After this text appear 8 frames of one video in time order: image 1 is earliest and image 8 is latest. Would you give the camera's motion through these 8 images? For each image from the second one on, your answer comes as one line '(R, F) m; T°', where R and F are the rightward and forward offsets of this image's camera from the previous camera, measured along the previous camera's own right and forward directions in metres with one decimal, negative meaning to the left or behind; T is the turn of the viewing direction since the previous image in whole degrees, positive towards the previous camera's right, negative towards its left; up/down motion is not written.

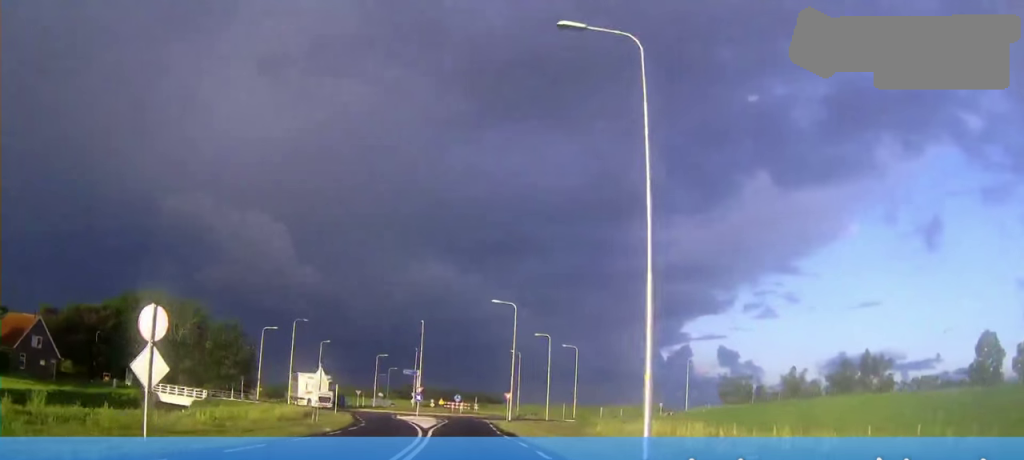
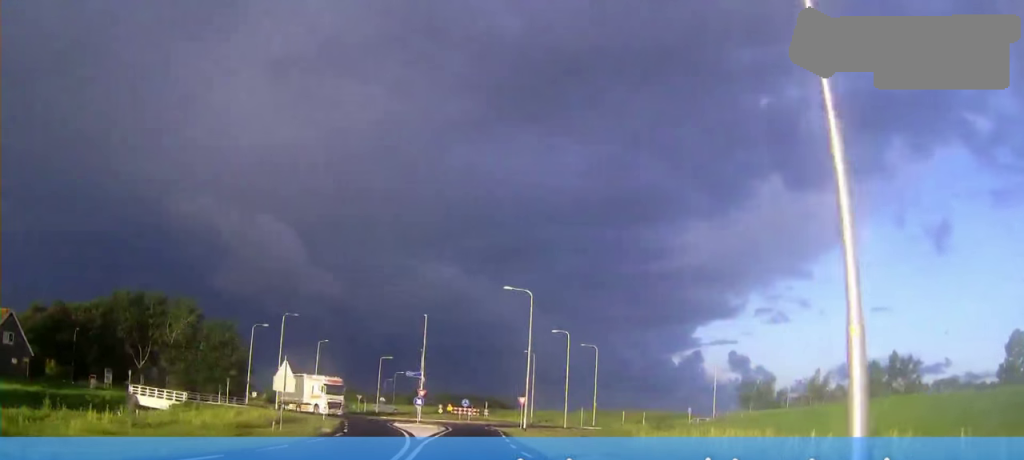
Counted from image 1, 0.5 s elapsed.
(0.0, +8.5) m; 0°
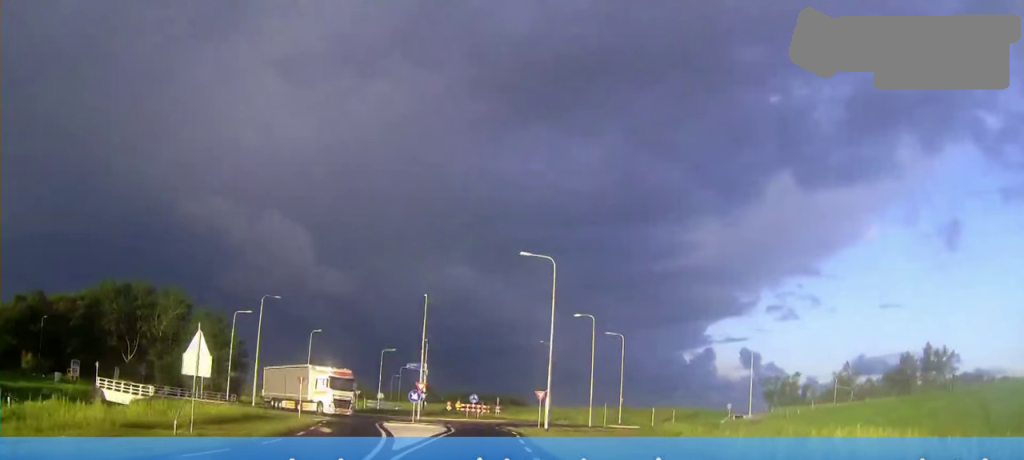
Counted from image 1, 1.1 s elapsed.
(0.0, +10.9) m; -1°
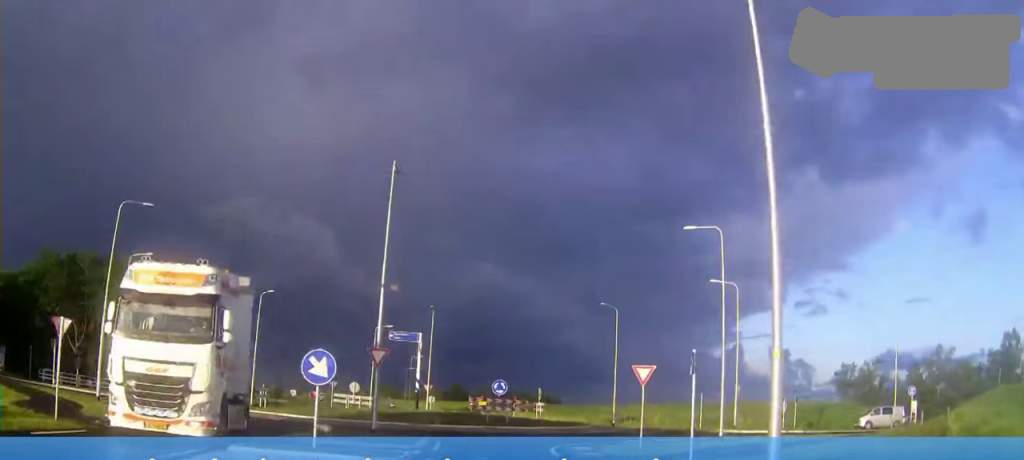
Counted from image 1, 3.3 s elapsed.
(-1.7, +33.8) m; -5°
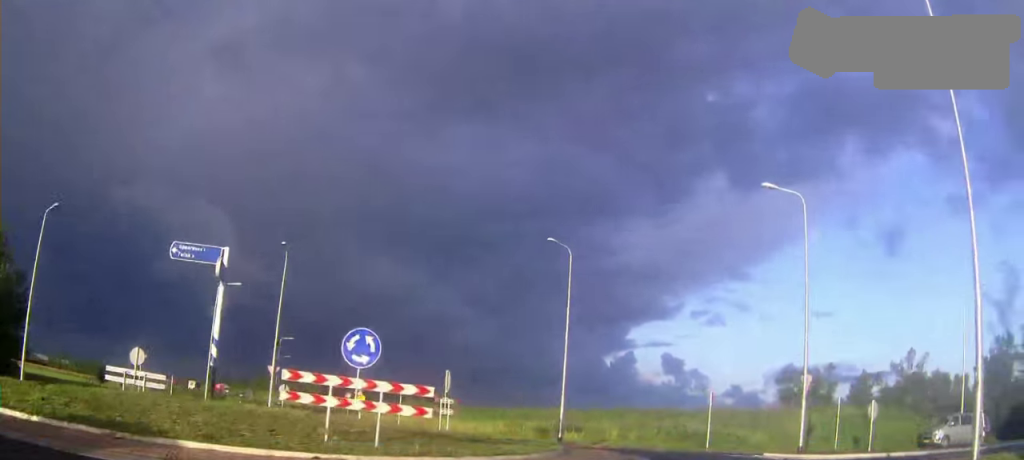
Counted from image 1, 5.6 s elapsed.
(-0.1, +28.0) m; +9°
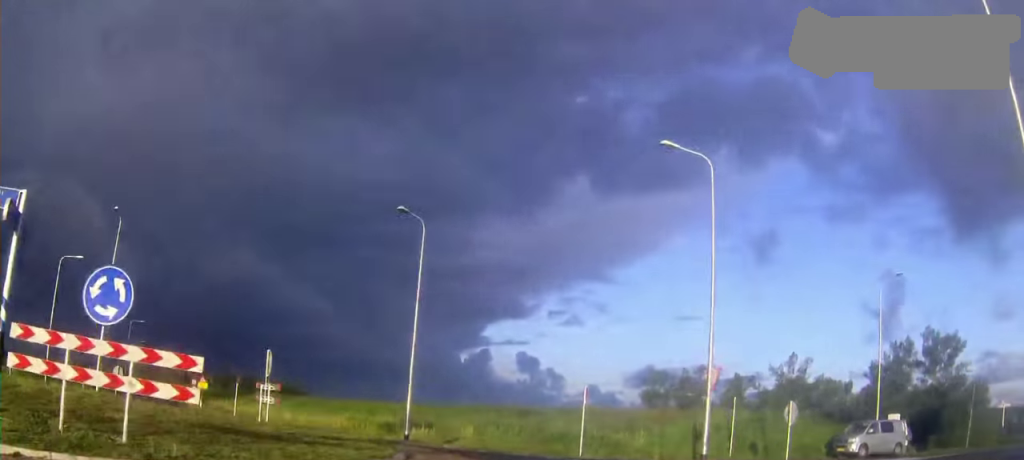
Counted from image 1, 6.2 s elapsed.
(+0.8, +5.6) m; +9°
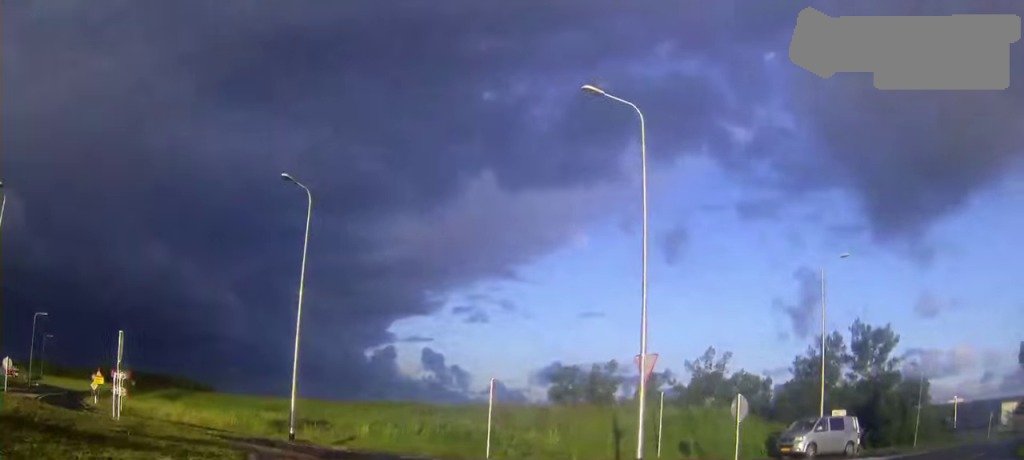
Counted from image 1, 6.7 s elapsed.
(+0.3, +4.4) m; +8°
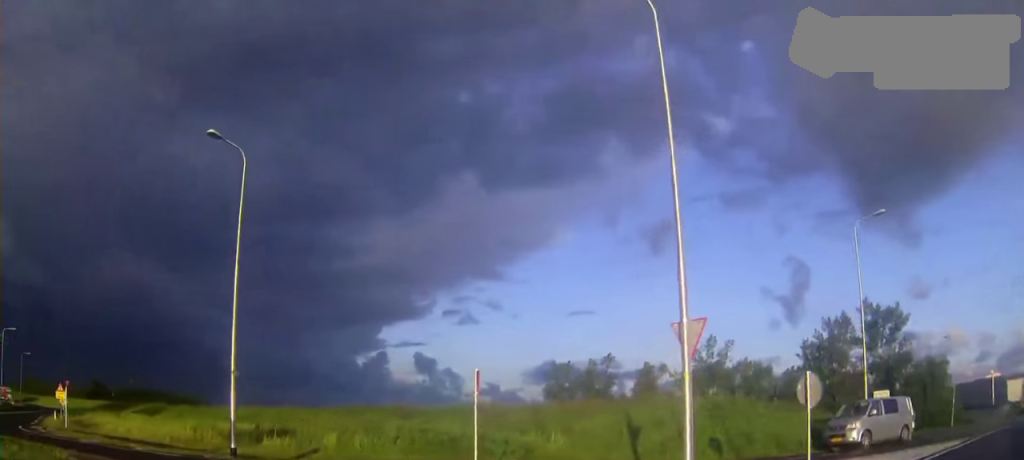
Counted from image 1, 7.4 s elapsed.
(+0.5, +5.6) m; -4°
